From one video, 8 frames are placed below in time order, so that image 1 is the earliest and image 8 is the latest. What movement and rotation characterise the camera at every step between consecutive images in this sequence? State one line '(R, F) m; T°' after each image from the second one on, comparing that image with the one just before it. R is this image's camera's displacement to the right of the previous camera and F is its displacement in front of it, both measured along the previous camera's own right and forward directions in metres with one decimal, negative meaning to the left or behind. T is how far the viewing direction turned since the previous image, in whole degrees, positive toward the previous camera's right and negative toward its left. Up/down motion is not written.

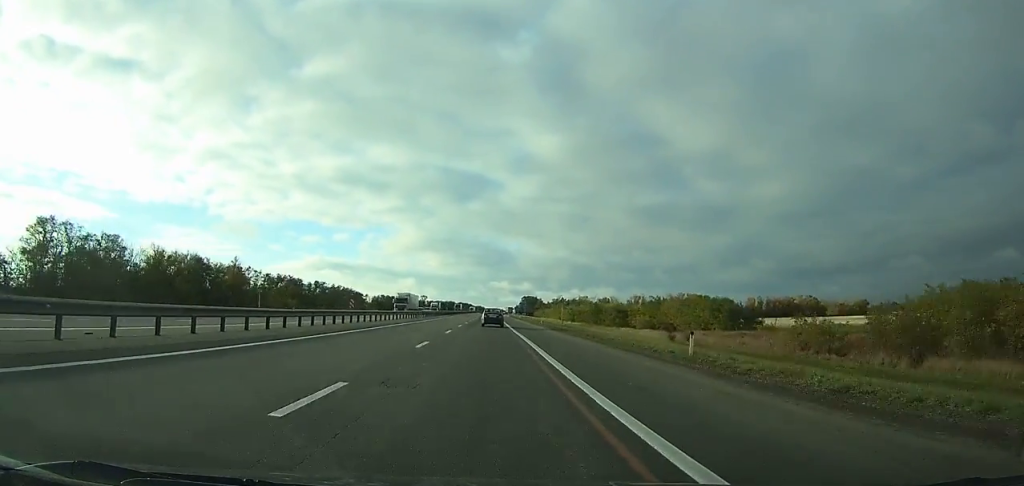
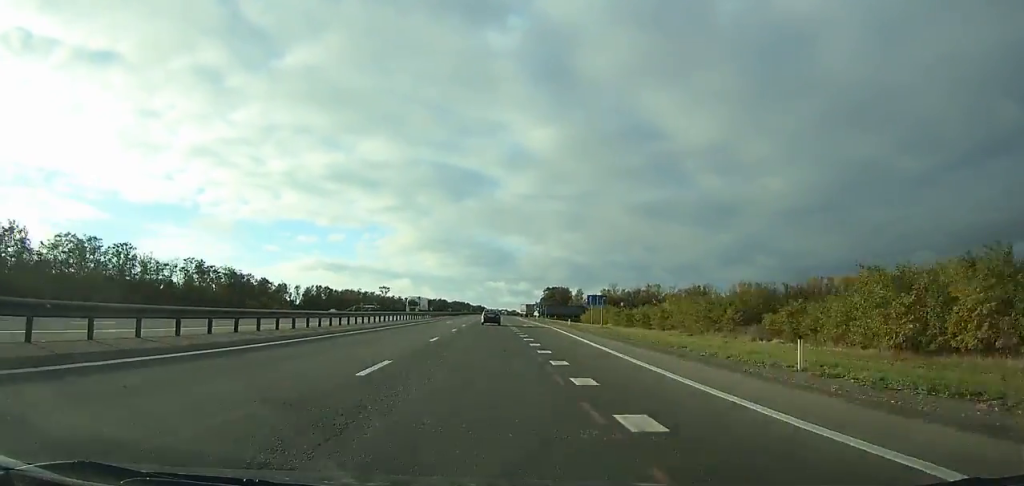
(+0.1, +151.8) m; 0°
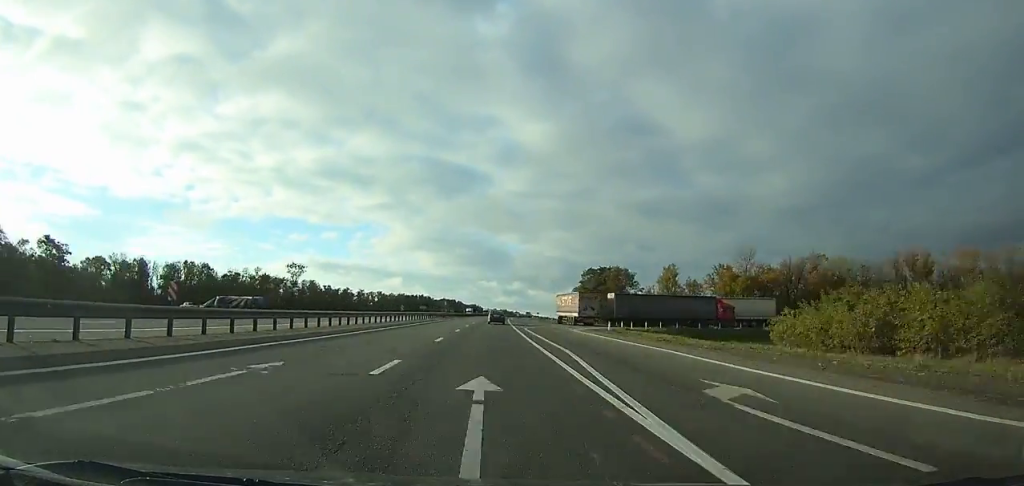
(0.0, +108.4) m; 0°
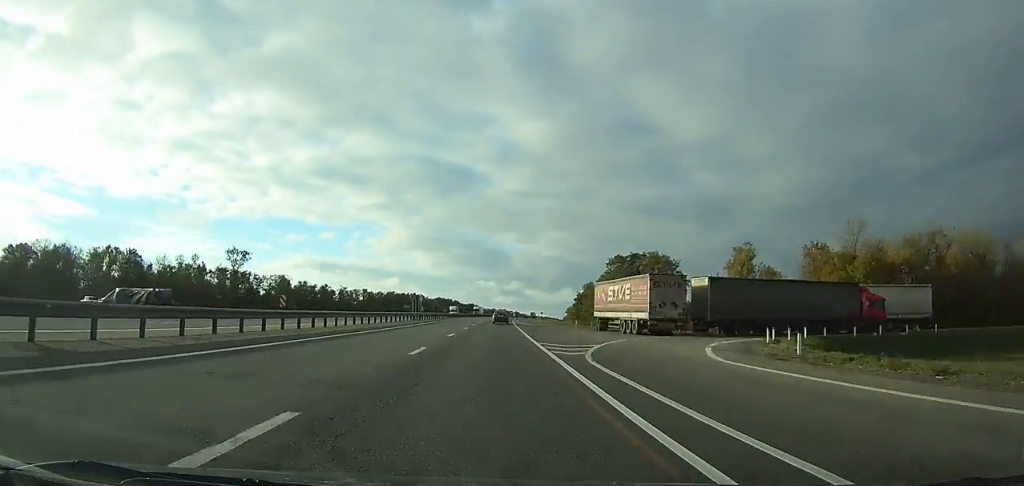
(+0.1, +32.3) m; 0°
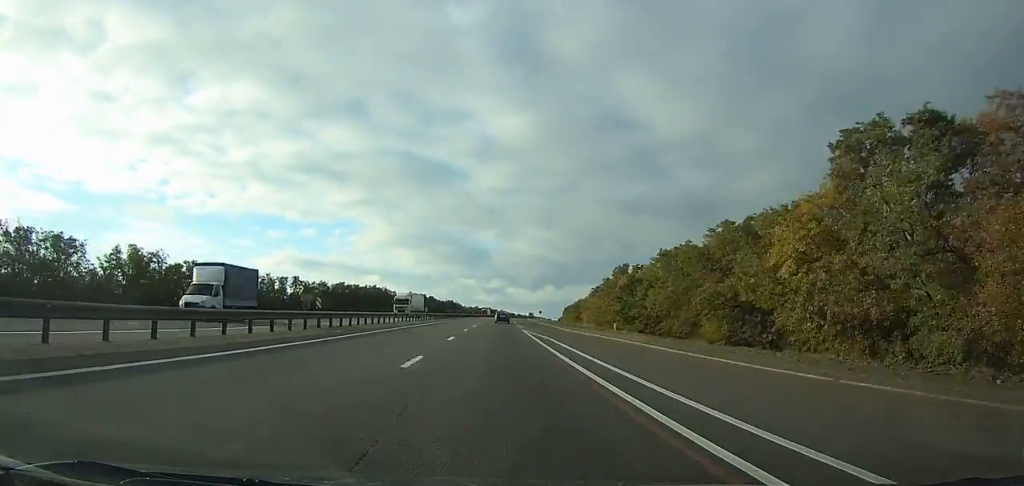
(+0.4, +75.5) m; +1°
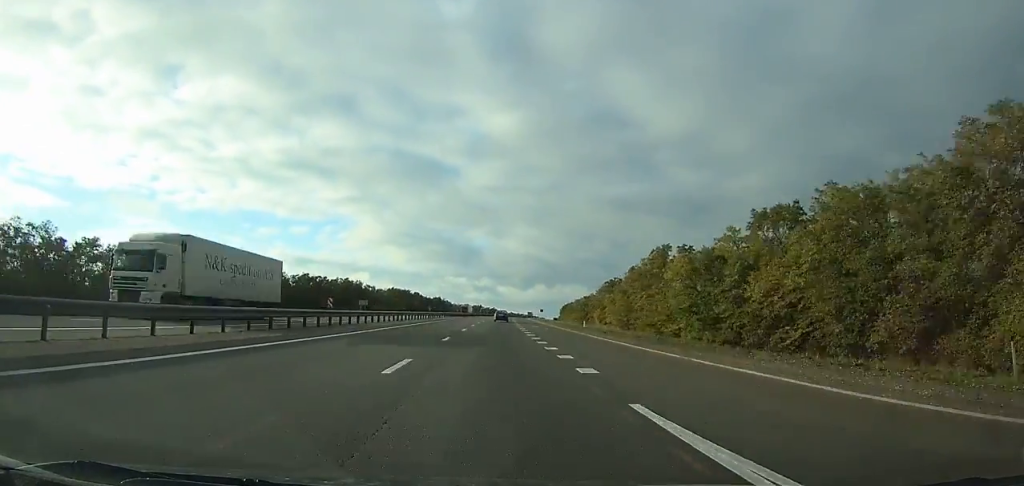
(+0.3, +37.9) m; +1°
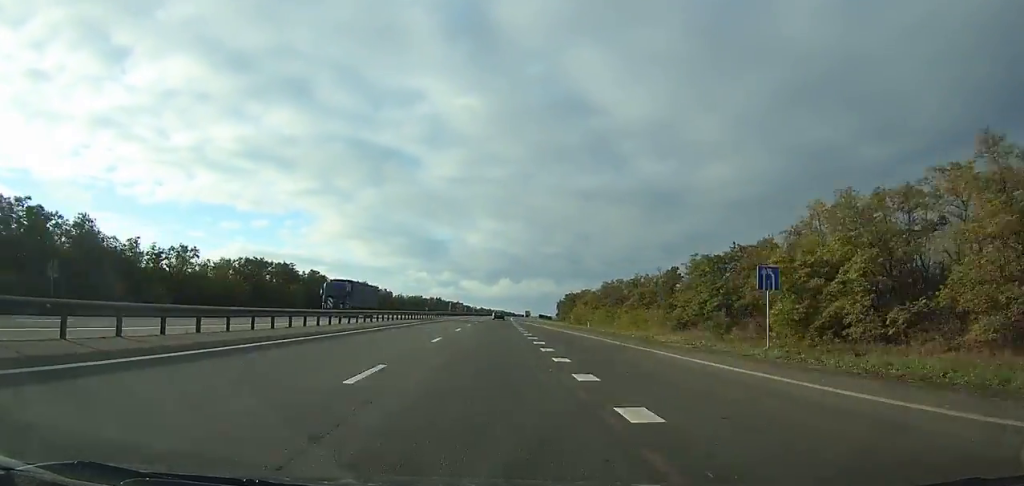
(+5.0, +159.5) m; +3°
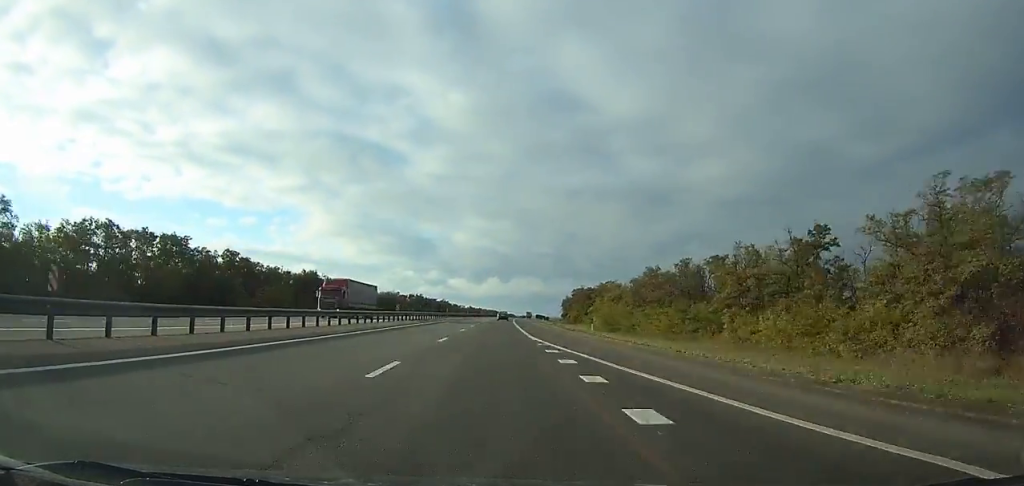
(+0.7, +62.0) m; +1°
